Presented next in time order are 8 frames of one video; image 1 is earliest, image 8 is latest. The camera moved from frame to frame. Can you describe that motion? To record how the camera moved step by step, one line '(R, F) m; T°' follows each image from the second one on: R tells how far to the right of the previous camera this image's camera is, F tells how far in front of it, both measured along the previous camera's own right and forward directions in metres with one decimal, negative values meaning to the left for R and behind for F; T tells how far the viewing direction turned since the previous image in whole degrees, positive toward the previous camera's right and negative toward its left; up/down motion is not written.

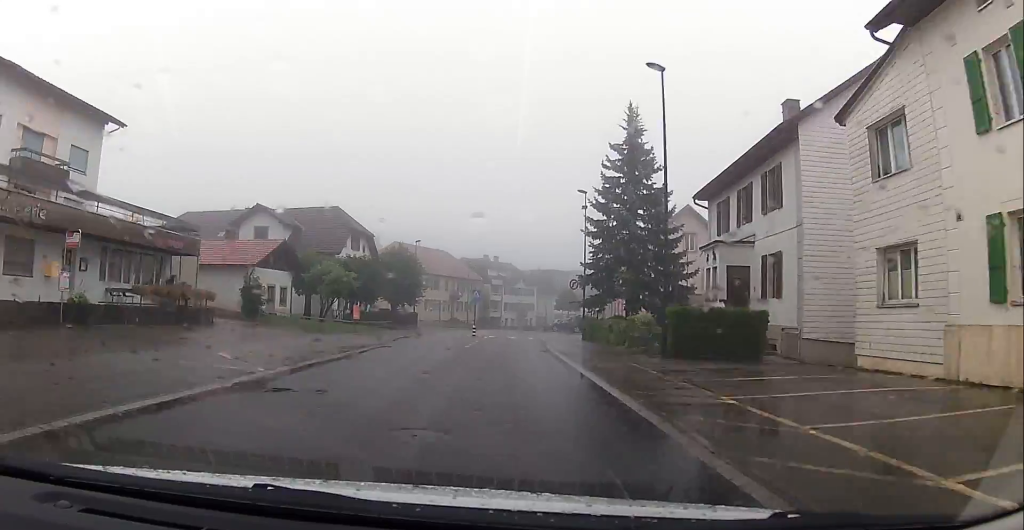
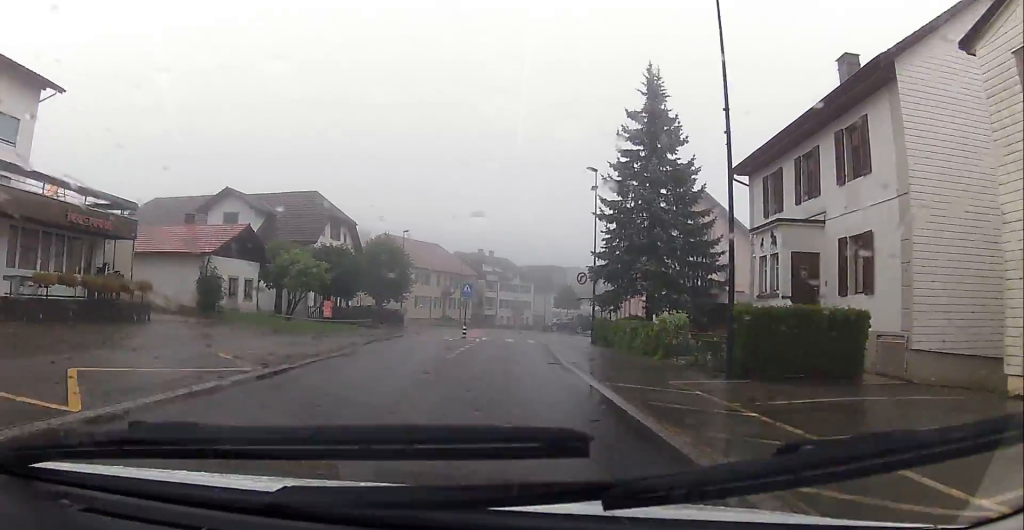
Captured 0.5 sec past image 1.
(0.0, +6.0) m; 0°
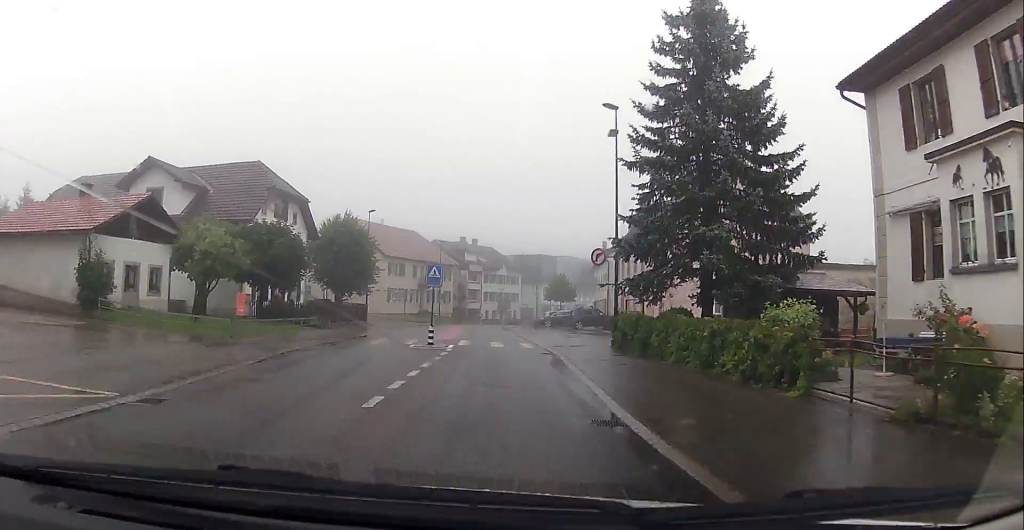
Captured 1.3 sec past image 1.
(0.0, +10.3) m; -1°
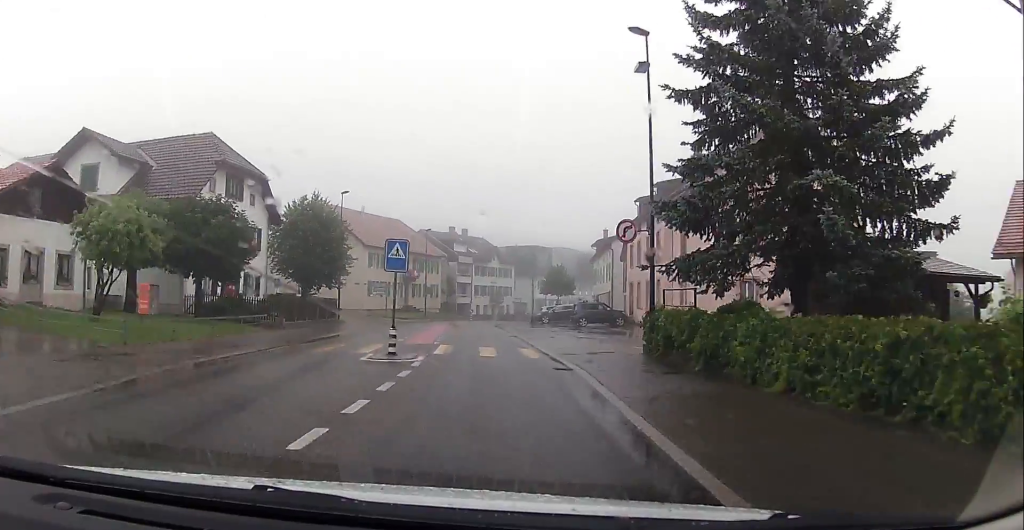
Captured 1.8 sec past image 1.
(-0.2, +6.8) m; 0°
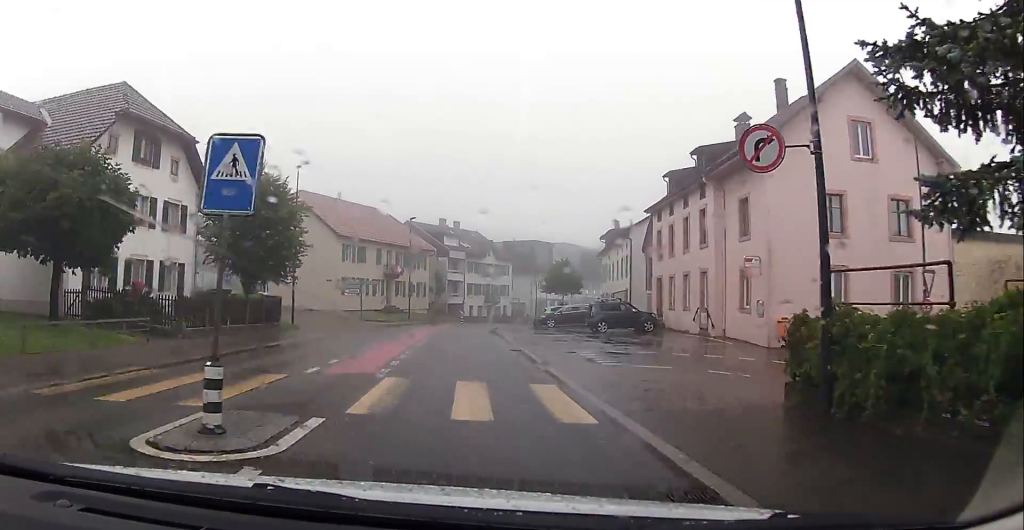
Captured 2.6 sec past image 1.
(+0.1, +9.8) m; -1°
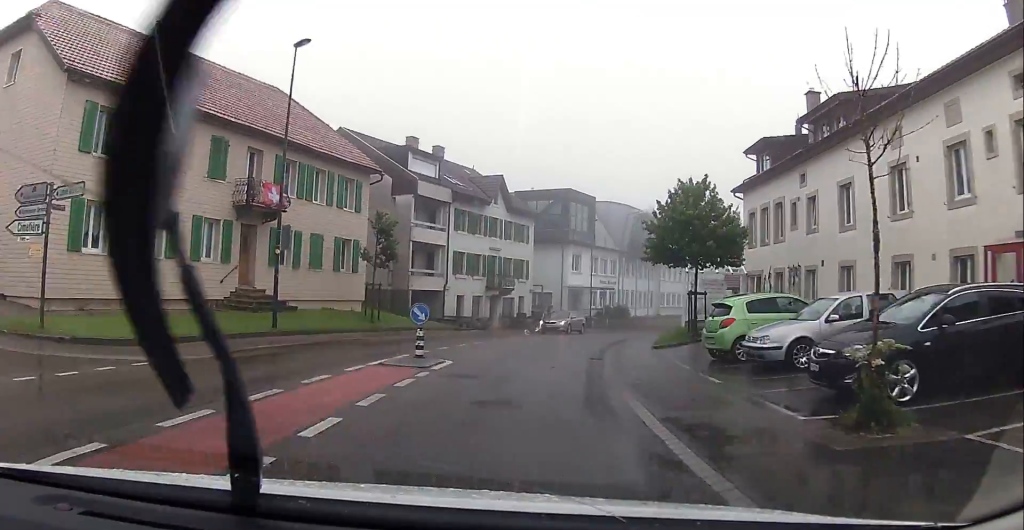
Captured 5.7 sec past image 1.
(-0.1, +39.9) m; +4°
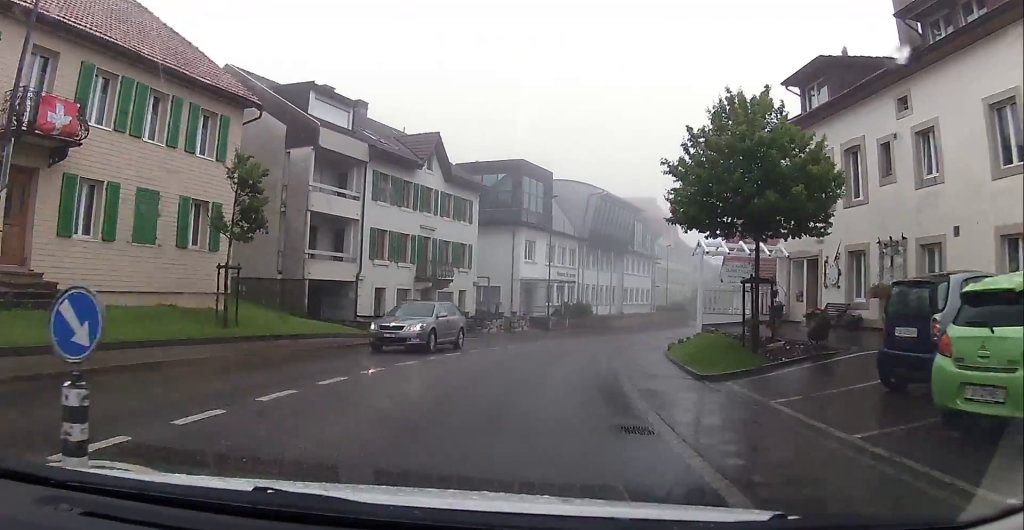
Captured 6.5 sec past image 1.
(+0.2, +10.7) m; +3°
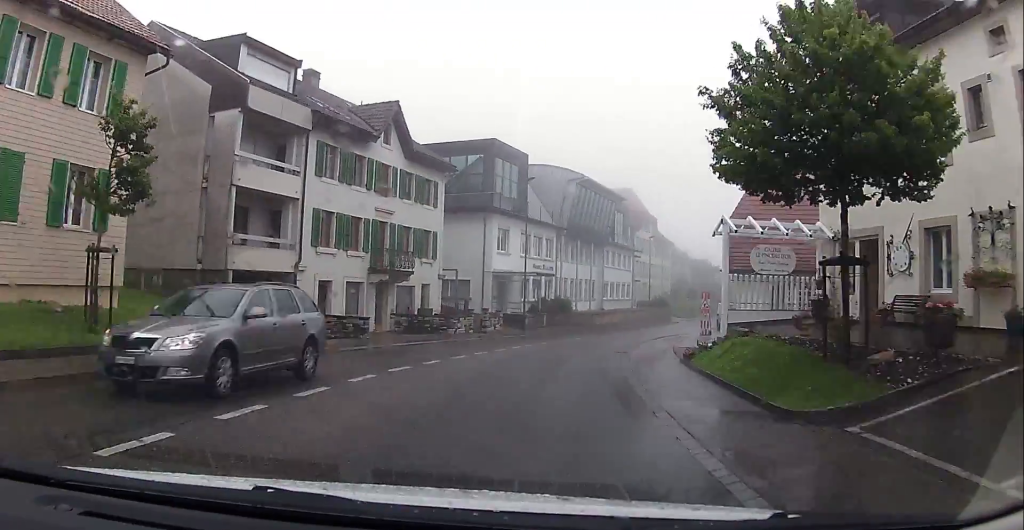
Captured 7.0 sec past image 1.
(-0.2, +5.2) m; +2°
